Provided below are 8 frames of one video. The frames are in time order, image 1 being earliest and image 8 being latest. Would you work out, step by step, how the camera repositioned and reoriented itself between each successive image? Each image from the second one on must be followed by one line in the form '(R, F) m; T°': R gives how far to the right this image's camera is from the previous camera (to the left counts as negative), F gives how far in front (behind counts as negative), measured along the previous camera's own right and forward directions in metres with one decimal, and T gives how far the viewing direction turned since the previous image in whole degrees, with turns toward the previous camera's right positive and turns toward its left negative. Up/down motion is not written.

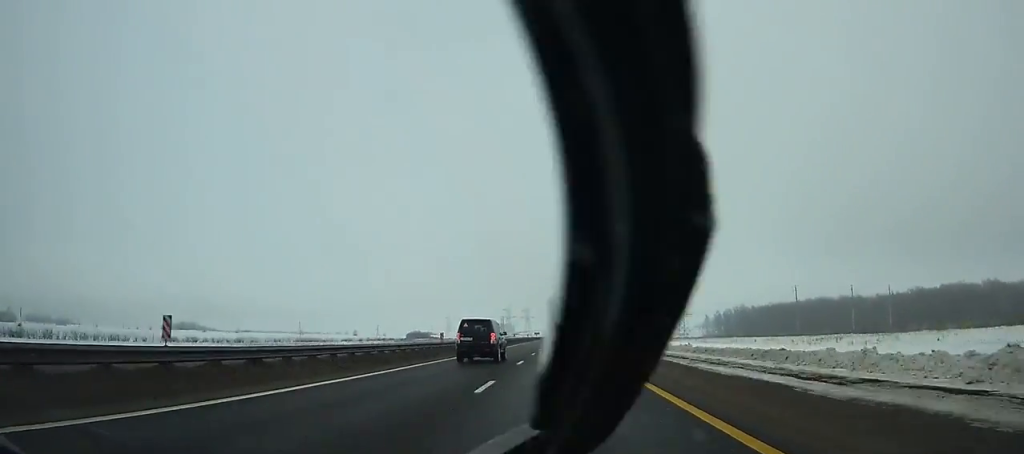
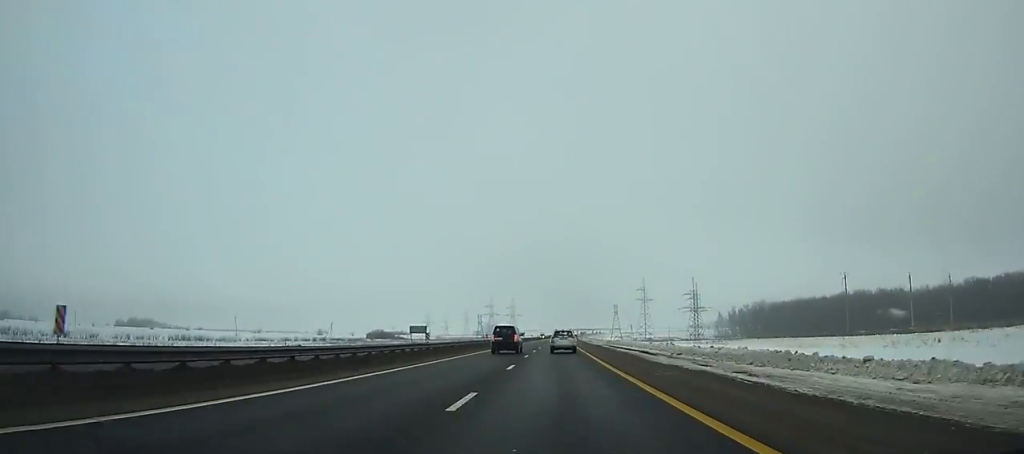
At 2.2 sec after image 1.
(+0.4, +61.8) m; +1°
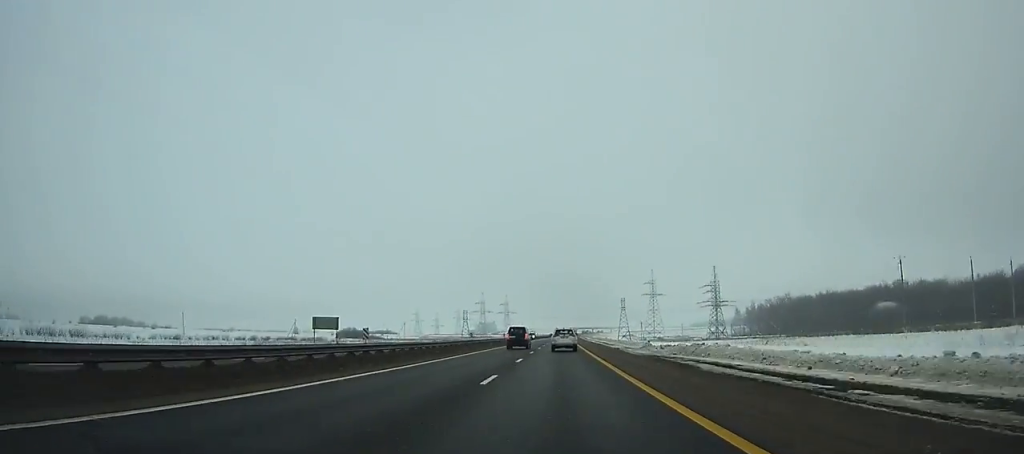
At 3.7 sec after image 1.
(+0.1, +41.8) m; 0°
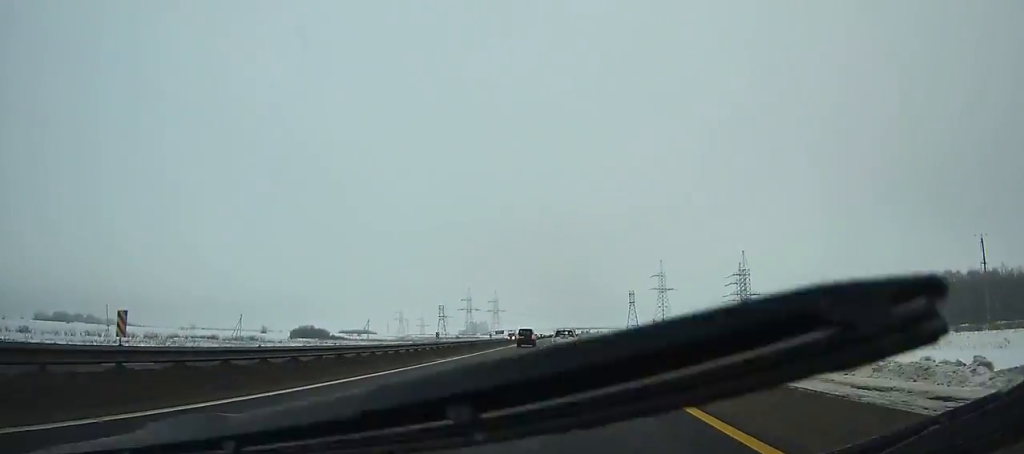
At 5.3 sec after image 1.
(+0.3, +44.2) m; 0°
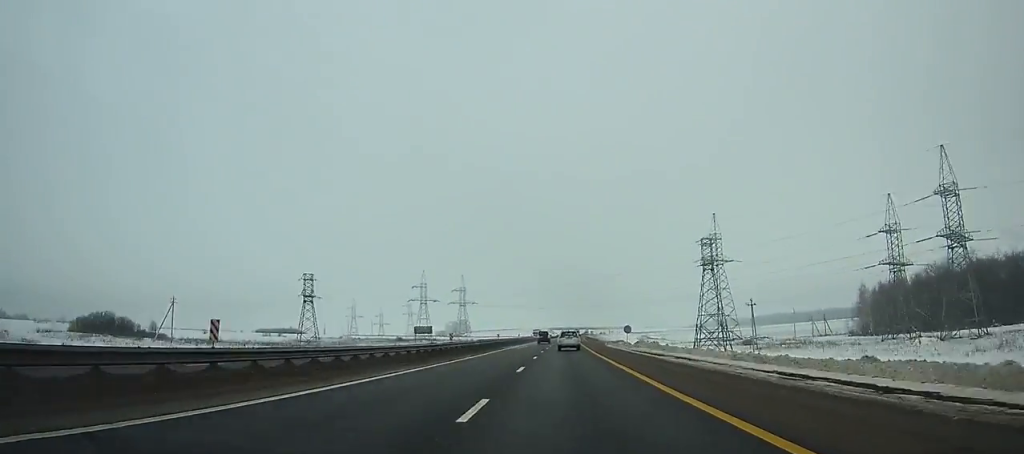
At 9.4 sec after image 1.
(+1.3, +112.4) m; +2°
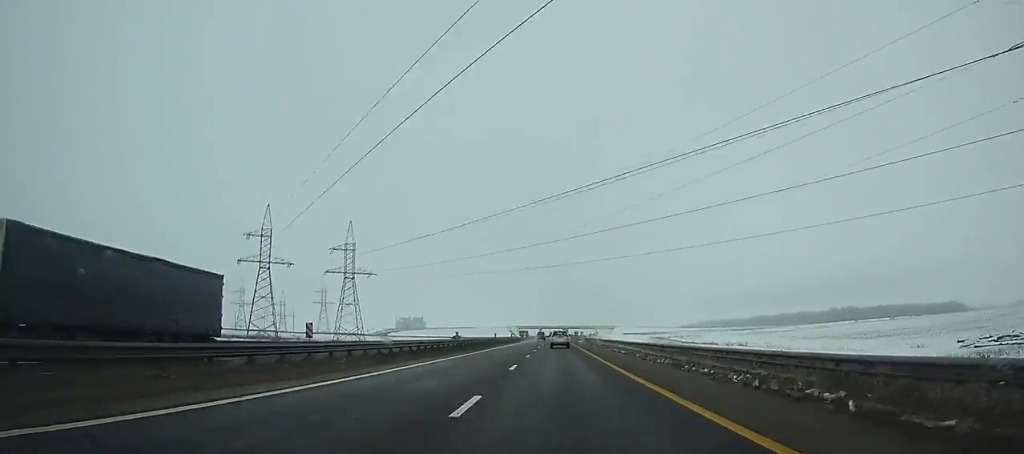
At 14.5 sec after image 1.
(+3.1, +138.7) m; +2°
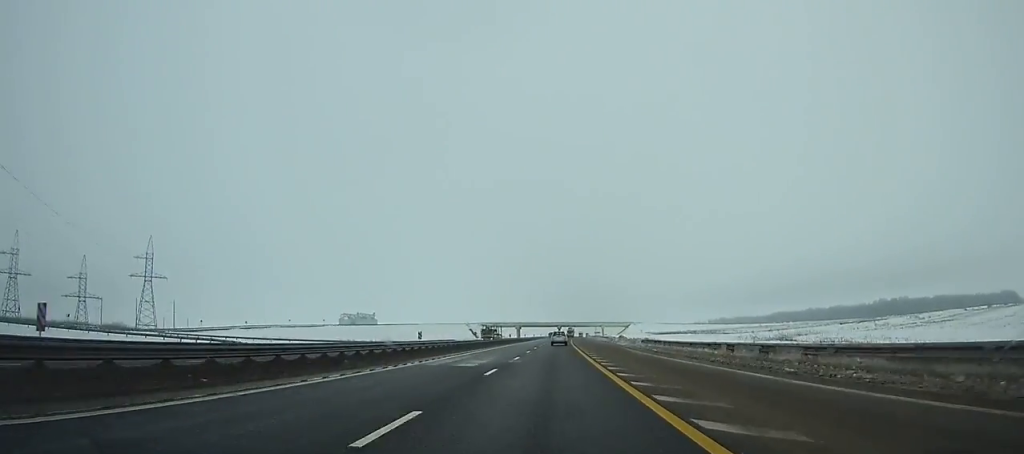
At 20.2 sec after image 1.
(+1.7, +154.4) m; +1°
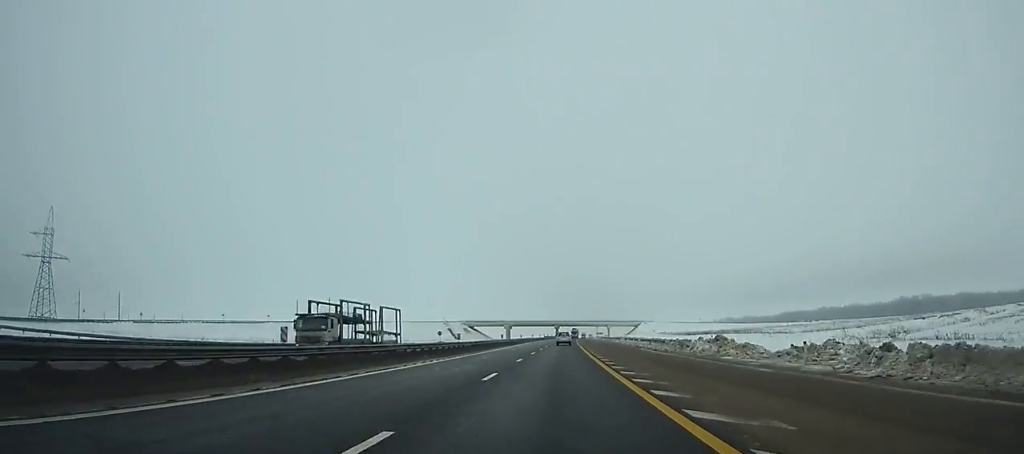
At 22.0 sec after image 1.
(0.0, +48.9) m; +1°
